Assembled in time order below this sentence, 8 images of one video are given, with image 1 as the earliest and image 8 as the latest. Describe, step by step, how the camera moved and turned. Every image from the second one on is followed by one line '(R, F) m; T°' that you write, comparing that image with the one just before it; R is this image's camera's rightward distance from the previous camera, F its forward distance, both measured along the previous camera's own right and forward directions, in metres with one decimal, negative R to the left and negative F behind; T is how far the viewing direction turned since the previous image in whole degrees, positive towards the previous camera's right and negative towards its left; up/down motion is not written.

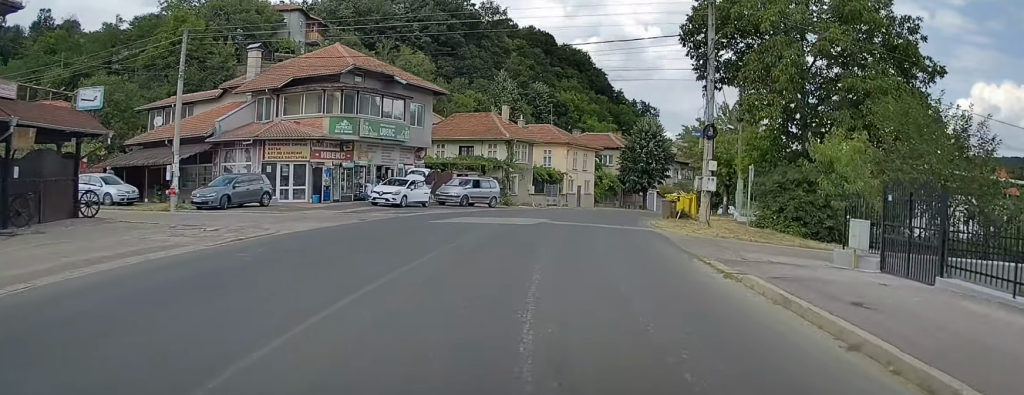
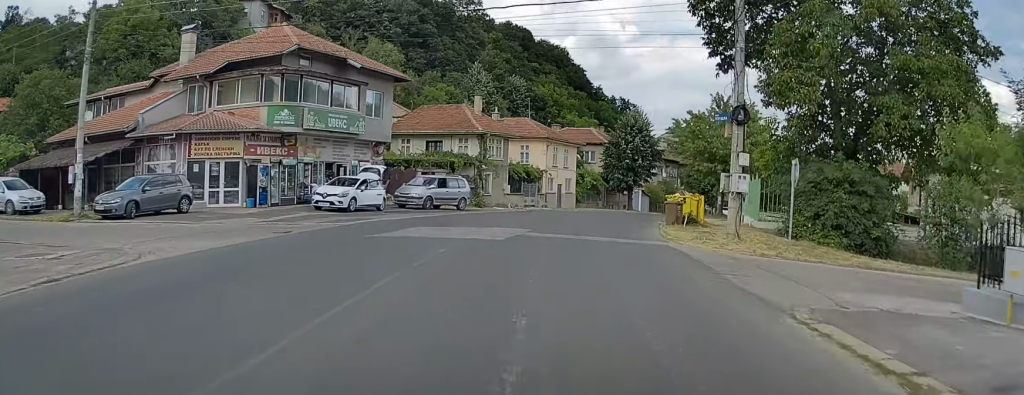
(+0.1, +5.9) m; +2°
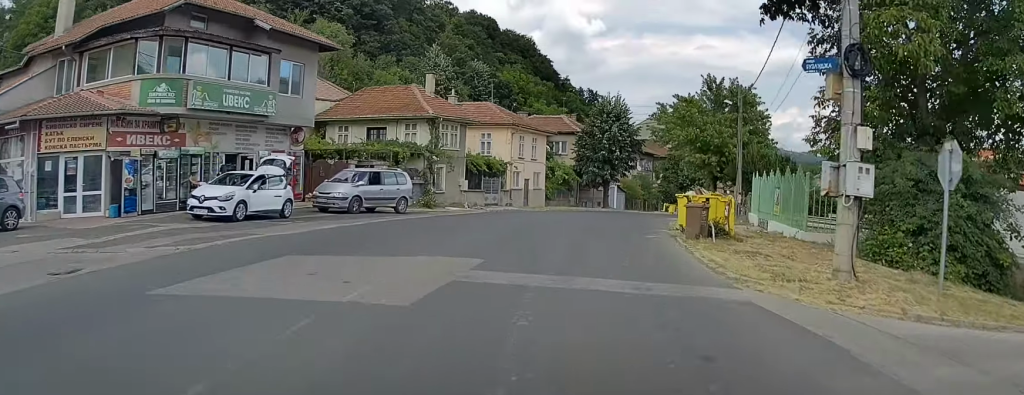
(+0.3, +8.4) m; +3°
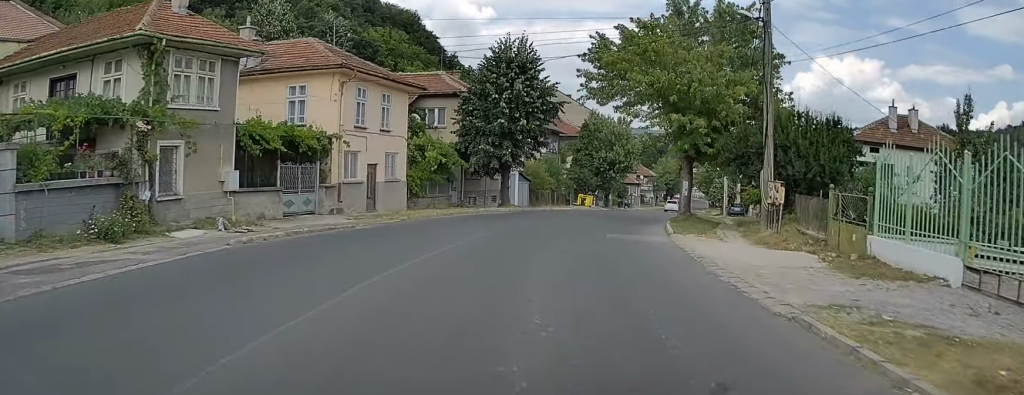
(+1.4, +21.5) m; +8°
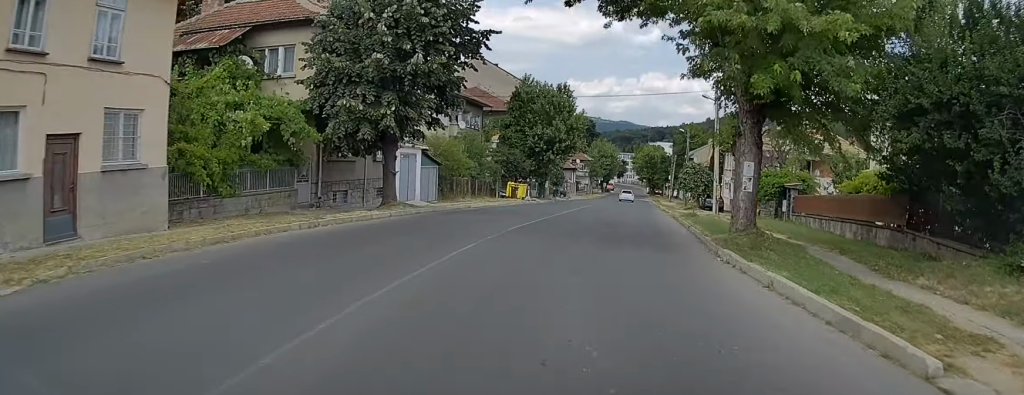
(+0.8, +17.1) m; +5°
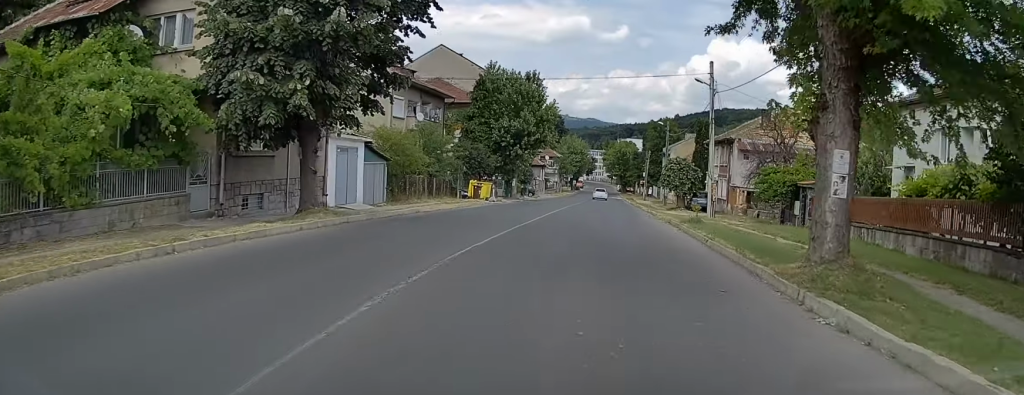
(+0.2, +6.0) m; +2°
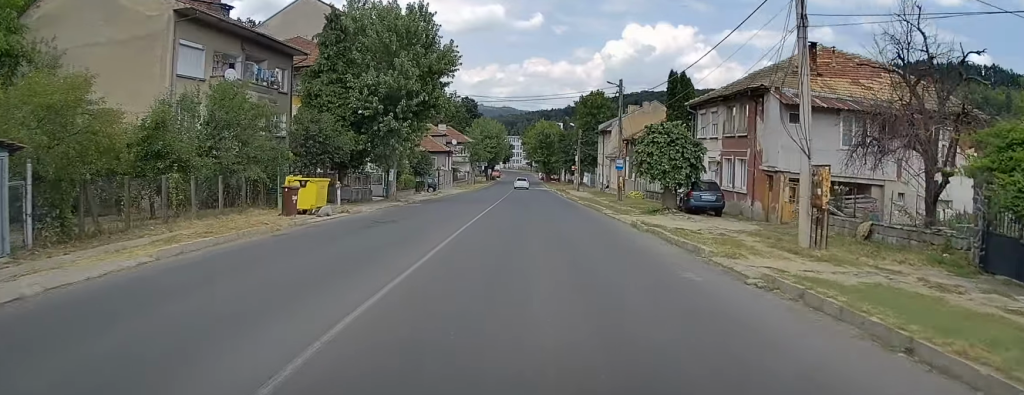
(+1.4, +21.6) m; +6°
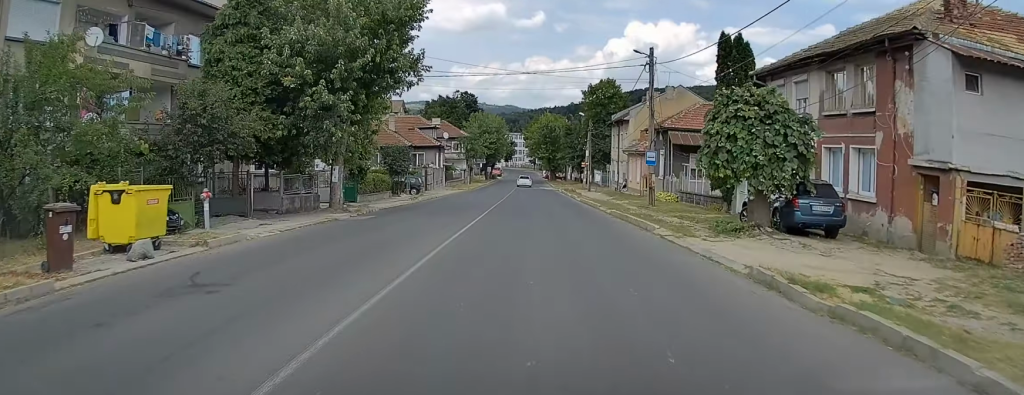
(+0.1, +11.6) m; +1°
